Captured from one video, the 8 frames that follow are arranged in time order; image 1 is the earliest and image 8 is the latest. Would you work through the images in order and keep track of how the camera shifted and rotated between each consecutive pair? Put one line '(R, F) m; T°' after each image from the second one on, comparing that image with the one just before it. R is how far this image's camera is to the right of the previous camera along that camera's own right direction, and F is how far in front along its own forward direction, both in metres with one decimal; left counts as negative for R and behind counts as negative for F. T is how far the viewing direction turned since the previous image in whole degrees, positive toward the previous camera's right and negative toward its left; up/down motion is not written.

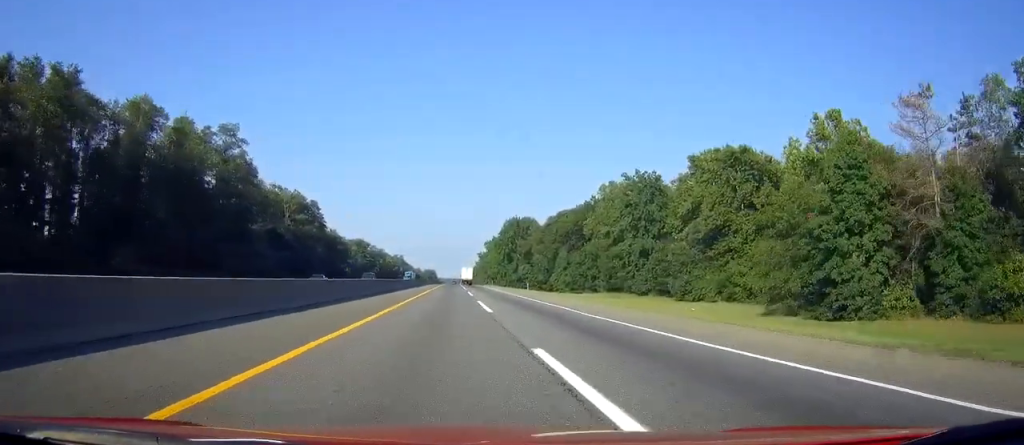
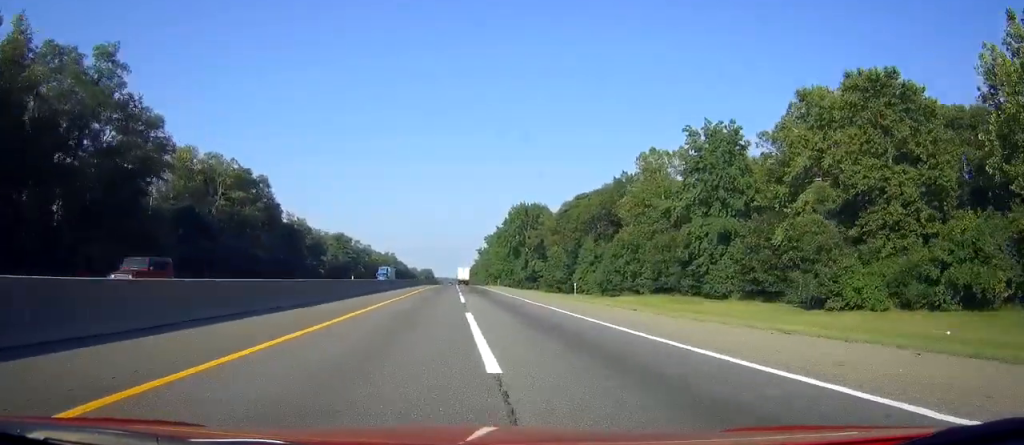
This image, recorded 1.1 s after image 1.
(0.0, +37.8) m; 0°
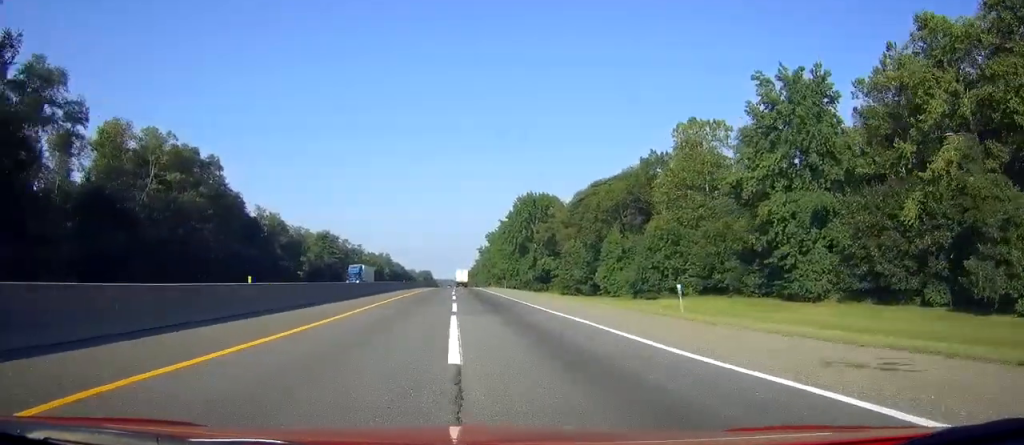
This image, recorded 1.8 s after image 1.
(0.0, +23.3) m; 0°
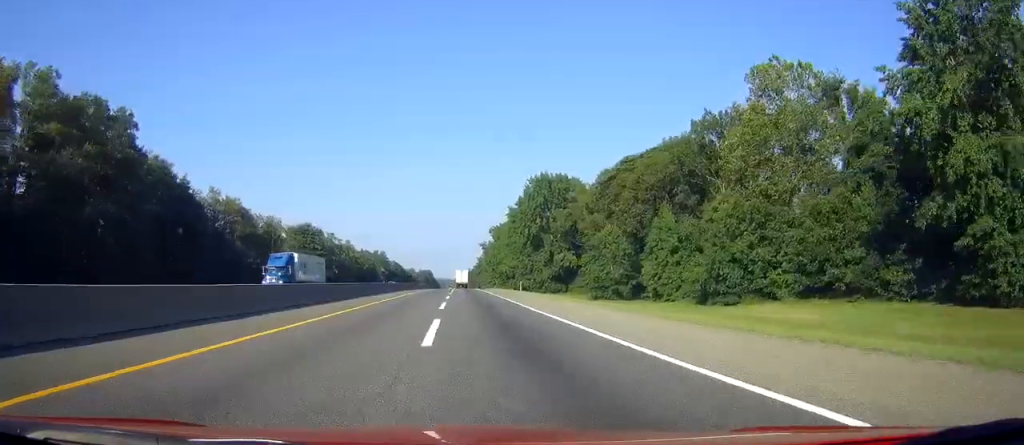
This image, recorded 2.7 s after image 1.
(+0.2, +27.8) m; +1°
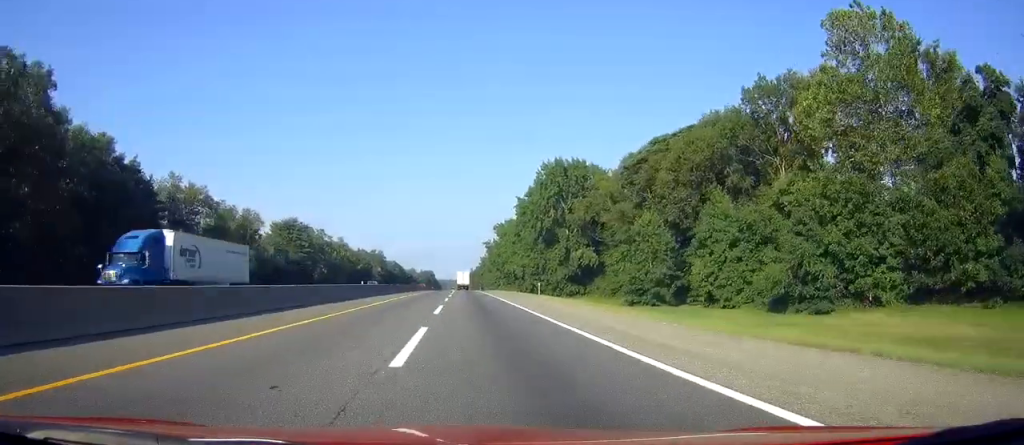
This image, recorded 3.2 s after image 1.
(+0.1, +17.8) m; +1°
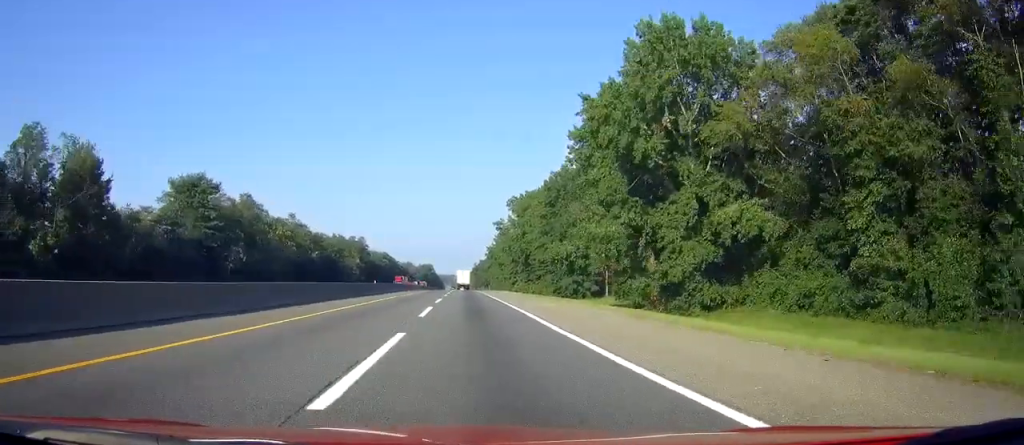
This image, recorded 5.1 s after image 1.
(+0.9, +64.1) m; +1°
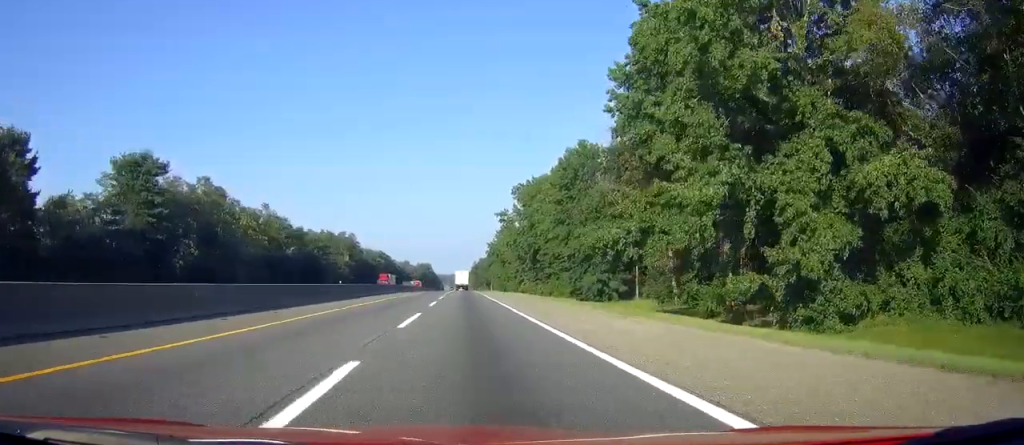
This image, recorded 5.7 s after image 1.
(-0.1, +19.8) m; 0°
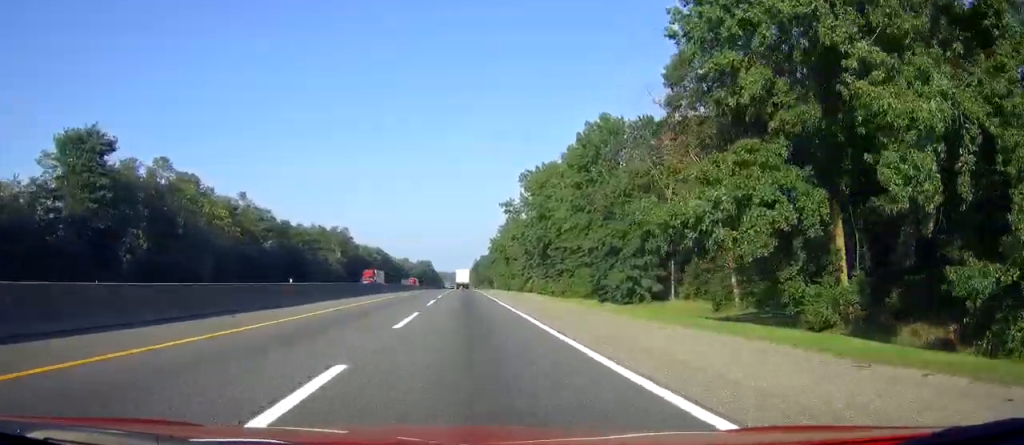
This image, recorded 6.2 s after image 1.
(0.0, +15.3) m; 0°
